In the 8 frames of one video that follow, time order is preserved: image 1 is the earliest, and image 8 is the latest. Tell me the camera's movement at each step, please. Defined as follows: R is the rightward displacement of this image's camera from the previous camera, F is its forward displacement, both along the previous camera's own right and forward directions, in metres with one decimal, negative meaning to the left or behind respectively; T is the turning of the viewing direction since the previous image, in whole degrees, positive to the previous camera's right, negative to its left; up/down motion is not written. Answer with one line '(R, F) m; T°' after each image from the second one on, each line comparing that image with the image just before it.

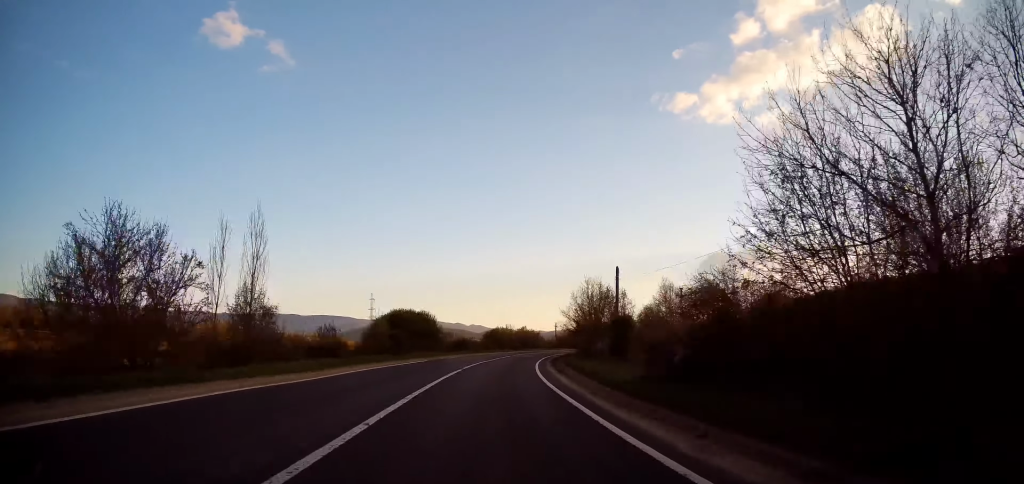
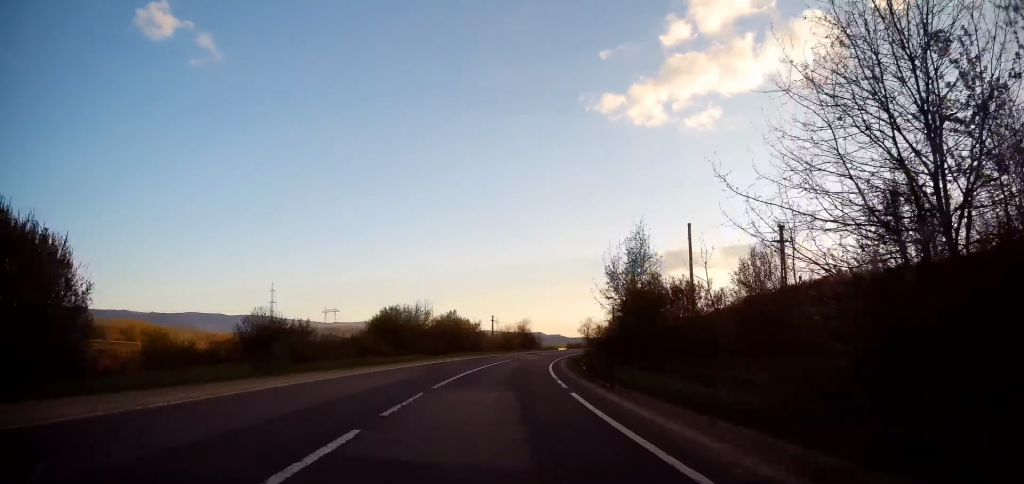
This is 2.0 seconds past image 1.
(+3.0, +50.1) m; +7°
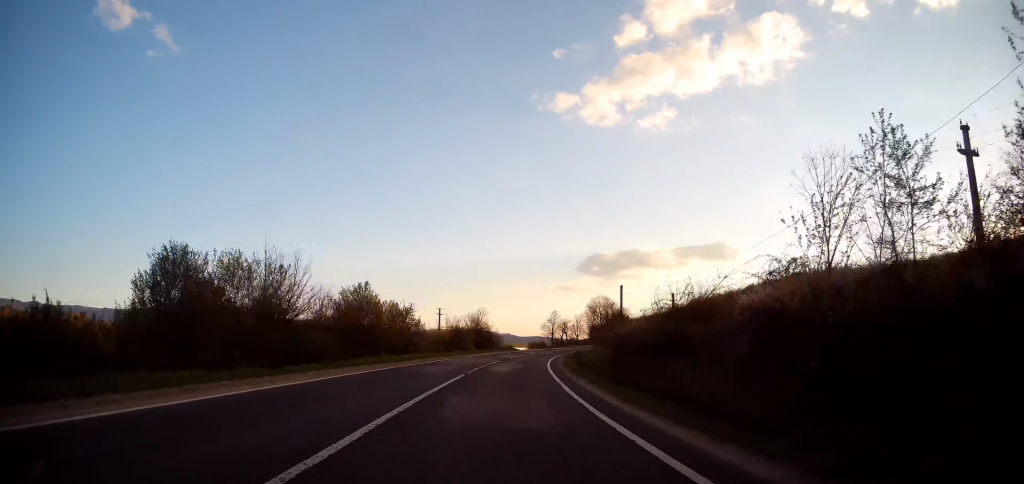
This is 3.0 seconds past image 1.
(+0.8, +25.0) m; +4°
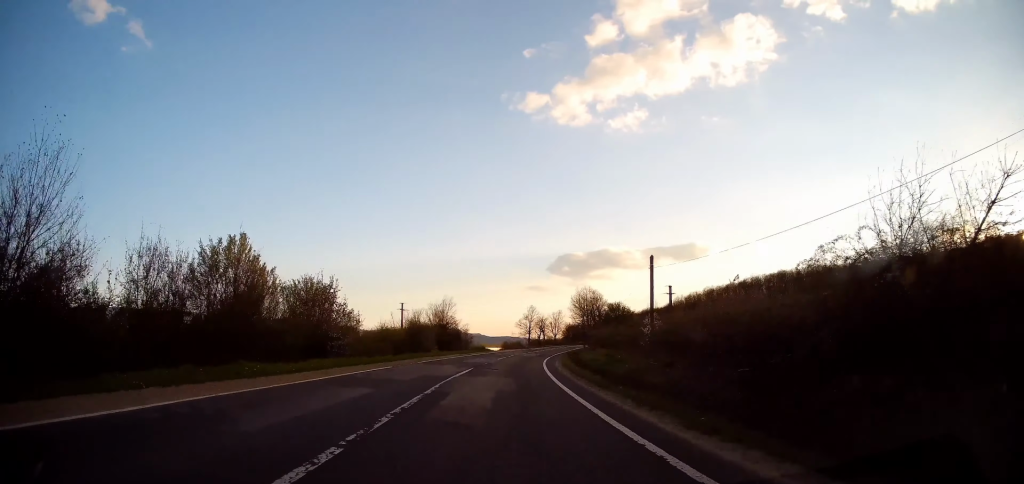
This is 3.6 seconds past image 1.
(+0.1, +15.1) m; +3°
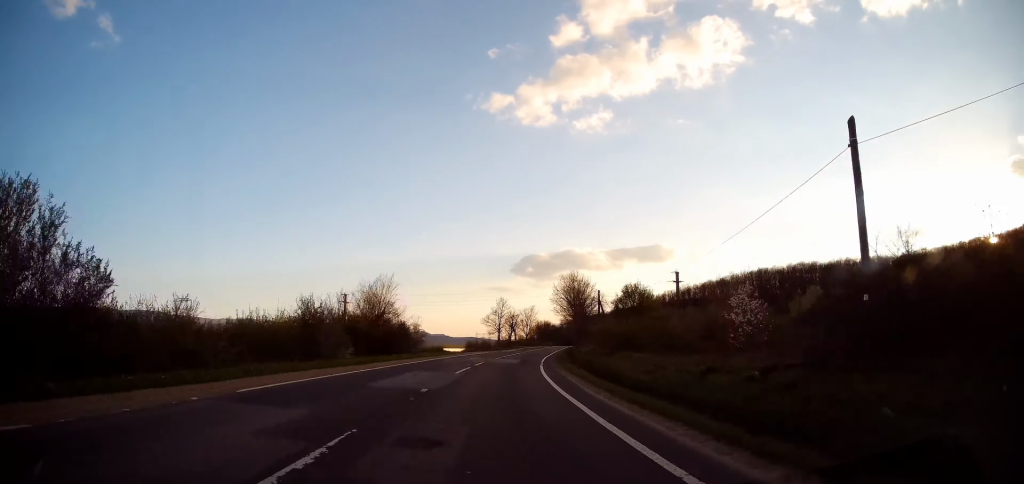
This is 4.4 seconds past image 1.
(+1.1, +20.1) m; +3°
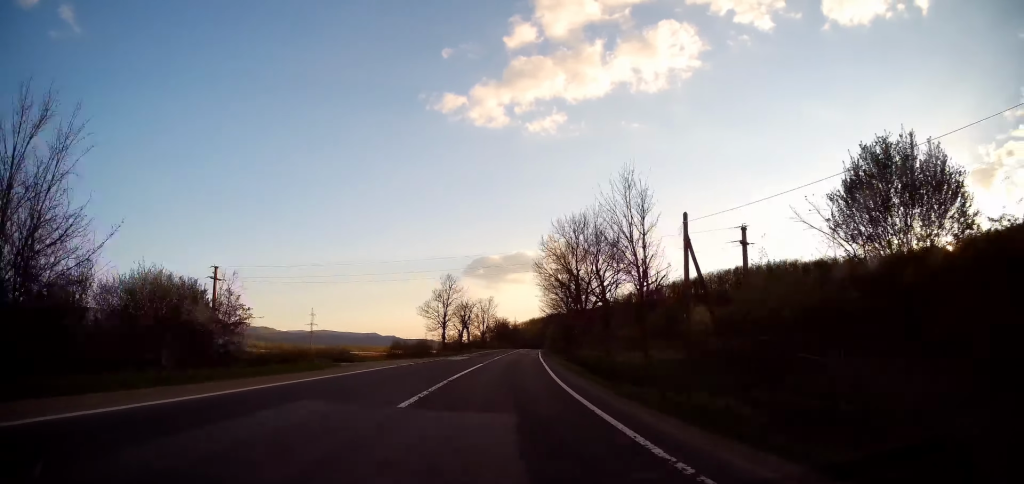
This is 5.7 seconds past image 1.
(+0.9, +32.3) m; +5°
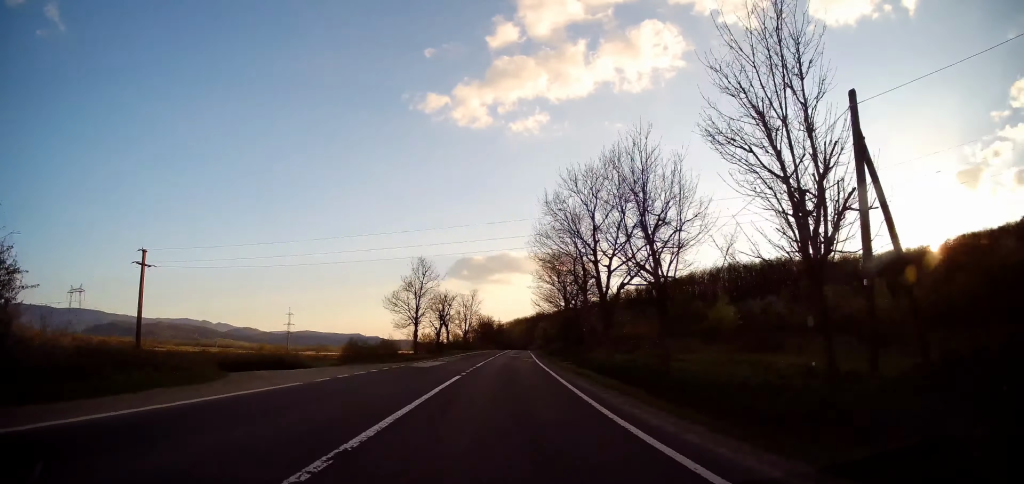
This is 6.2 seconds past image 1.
(+0.6, +11.5) m; +2°
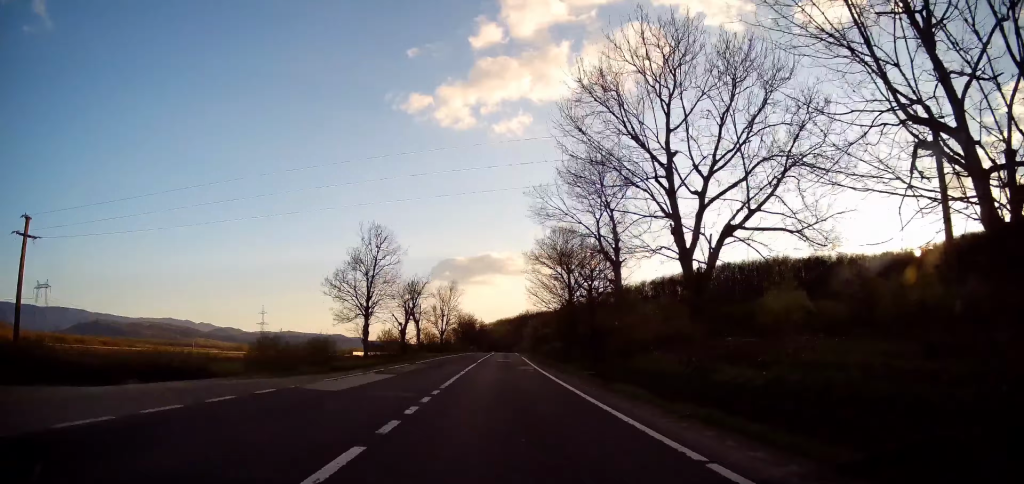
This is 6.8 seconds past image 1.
(+0.3, +14.0) m; +3°
